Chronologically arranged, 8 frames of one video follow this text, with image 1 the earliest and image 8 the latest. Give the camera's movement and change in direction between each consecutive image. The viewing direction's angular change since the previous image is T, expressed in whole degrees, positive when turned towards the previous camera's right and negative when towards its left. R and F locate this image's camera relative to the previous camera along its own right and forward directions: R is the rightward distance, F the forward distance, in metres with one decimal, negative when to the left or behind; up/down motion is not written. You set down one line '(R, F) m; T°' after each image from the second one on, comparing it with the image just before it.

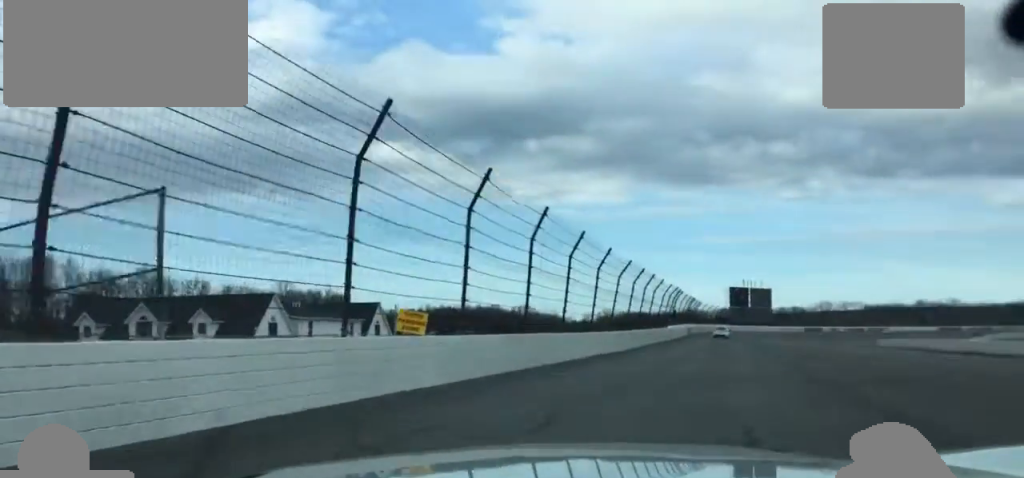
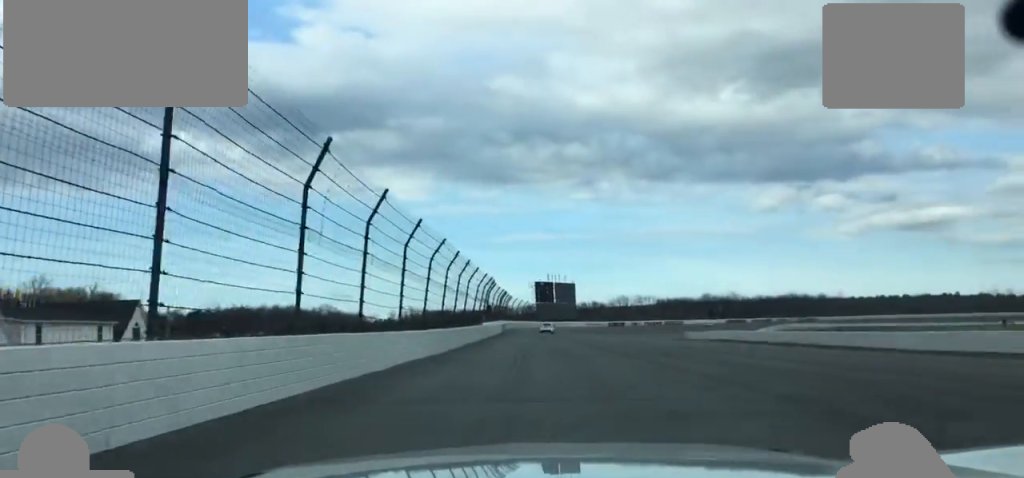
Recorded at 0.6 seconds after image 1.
(+0.4, +11.4) m; +8°
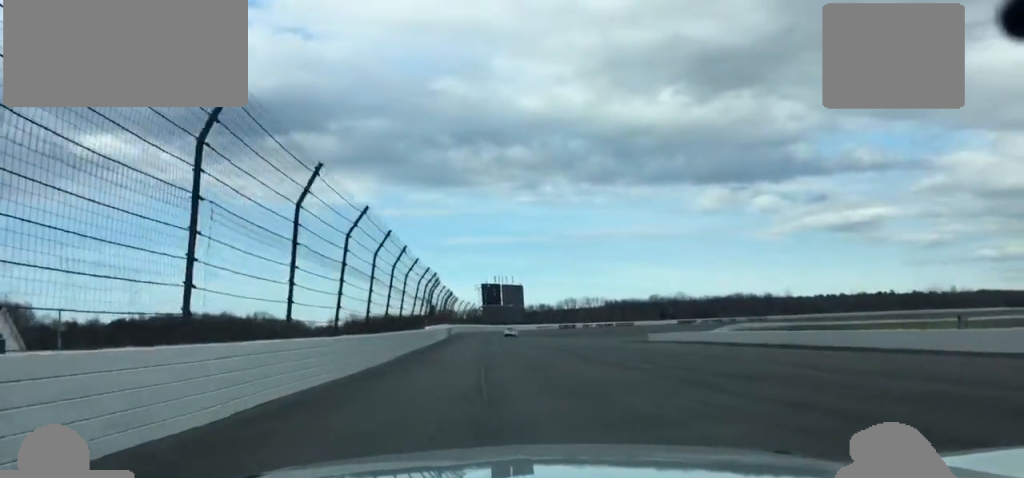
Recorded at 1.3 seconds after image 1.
(+1.2, +13.2) m; +4°
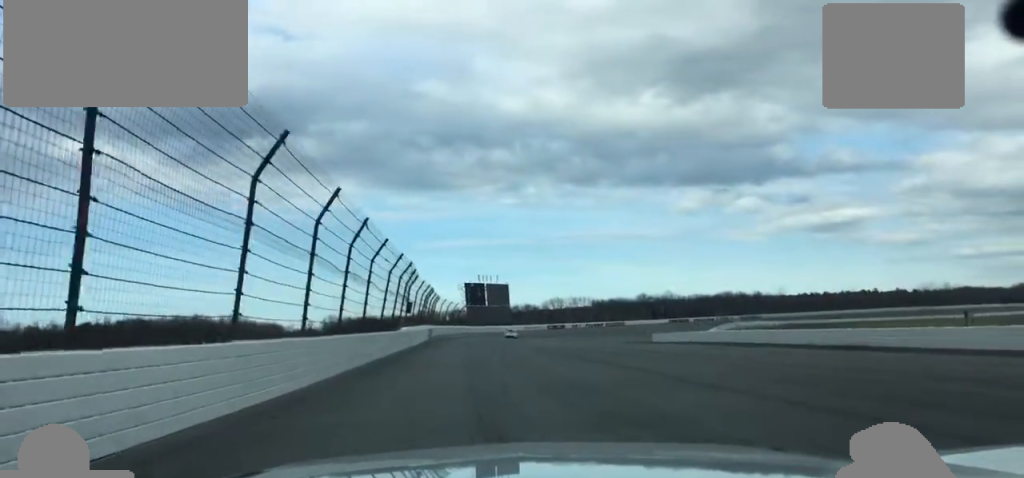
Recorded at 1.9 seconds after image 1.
(+0.5, +11.9) m; +2°
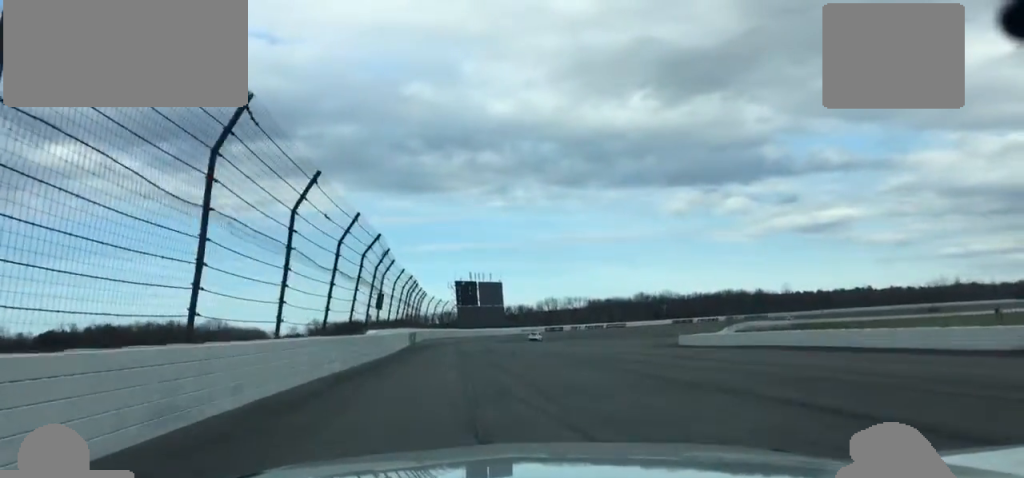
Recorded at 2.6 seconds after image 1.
(-0.2, +17.8) m; -1°
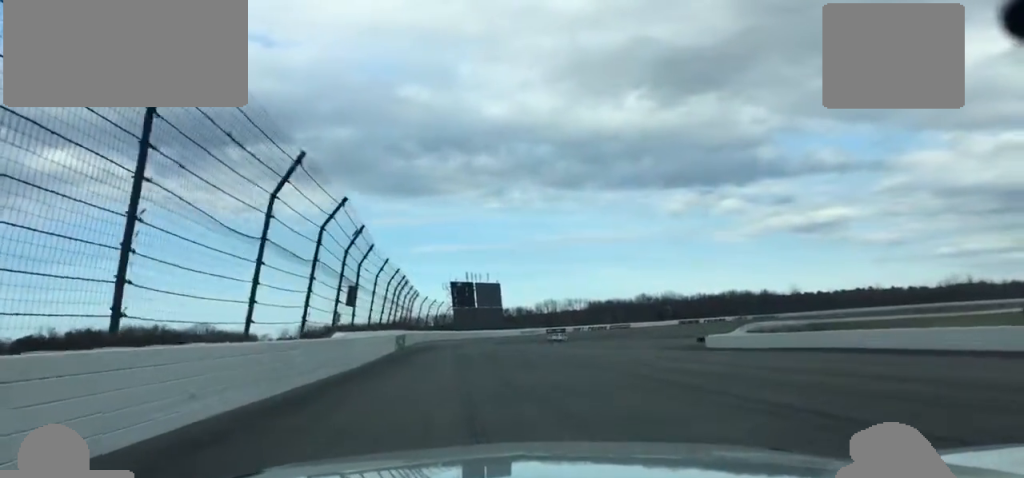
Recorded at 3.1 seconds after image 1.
(0.0, +11.3) m; 0°
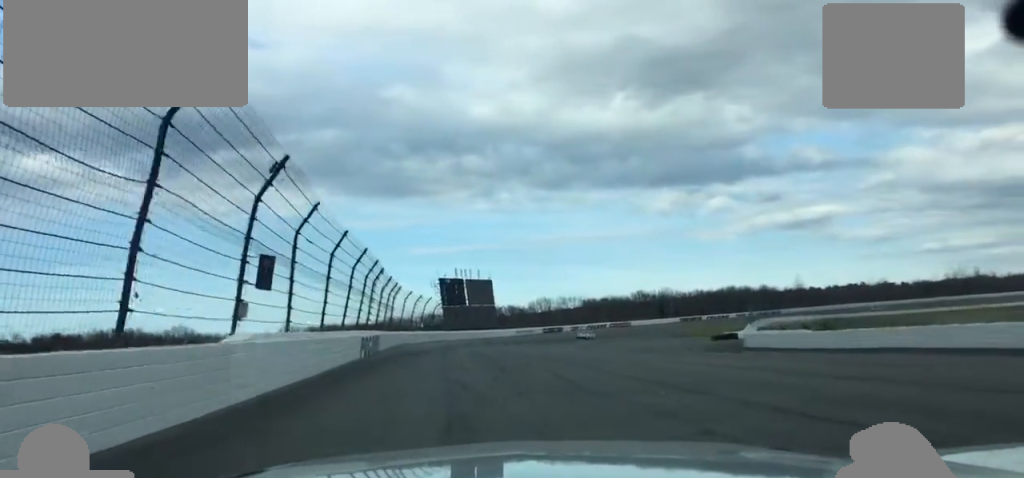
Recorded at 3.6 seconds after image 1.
(0.0, +14.2) m; 0°
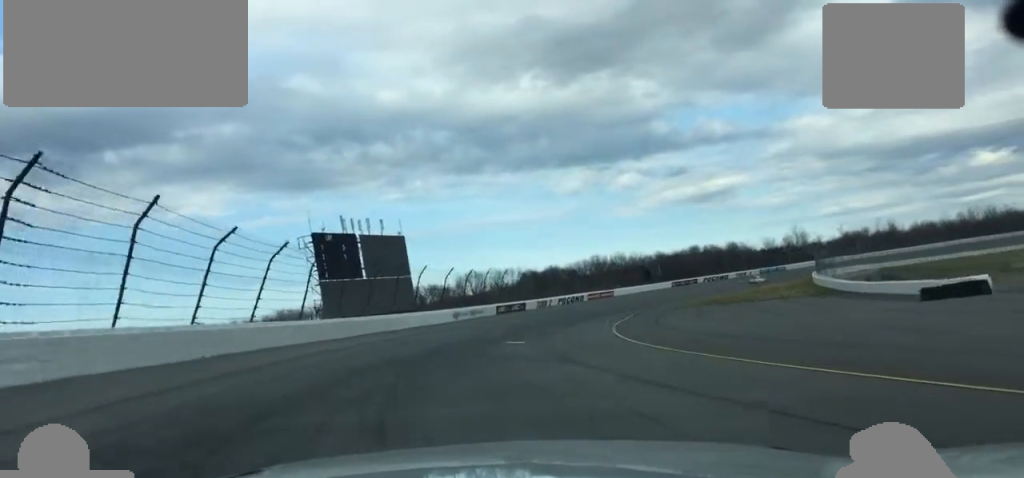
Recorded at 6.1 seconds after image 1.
(+4.5, +75.3) m; +8°
